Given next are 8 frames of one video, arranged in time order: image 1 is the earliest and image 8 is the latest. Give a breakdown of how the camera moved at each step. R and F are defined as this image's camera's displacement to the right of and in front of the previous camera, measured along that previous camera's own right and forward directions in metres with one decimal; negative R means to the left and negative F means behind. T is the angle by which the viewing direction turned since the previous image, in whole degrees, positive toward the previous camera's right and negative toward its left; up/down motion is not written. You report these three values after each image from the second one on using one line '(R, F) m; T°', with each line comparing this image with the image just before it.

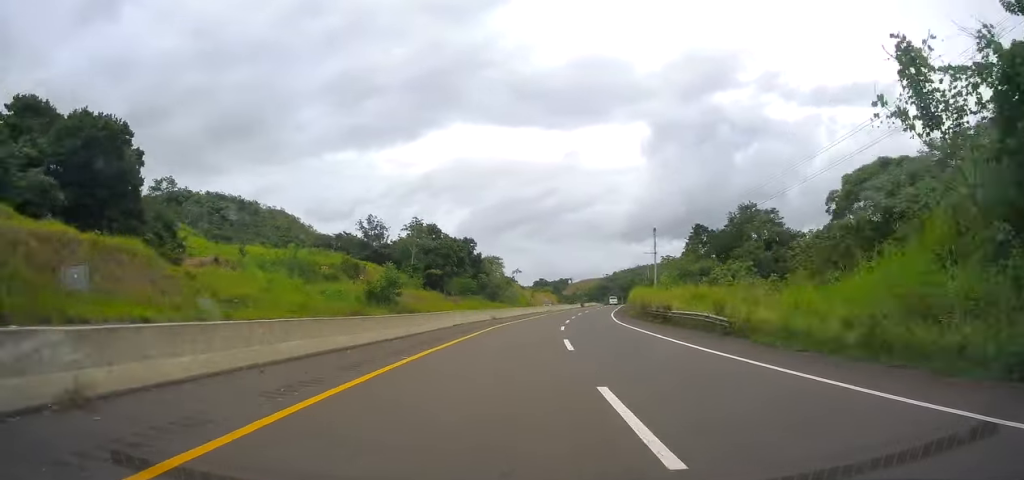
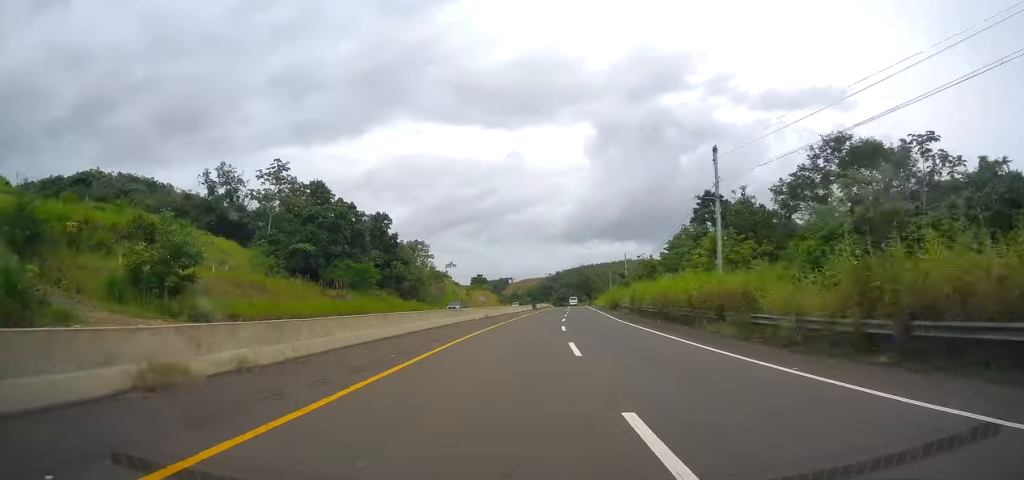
(+1.9, +40.3) m; +7°
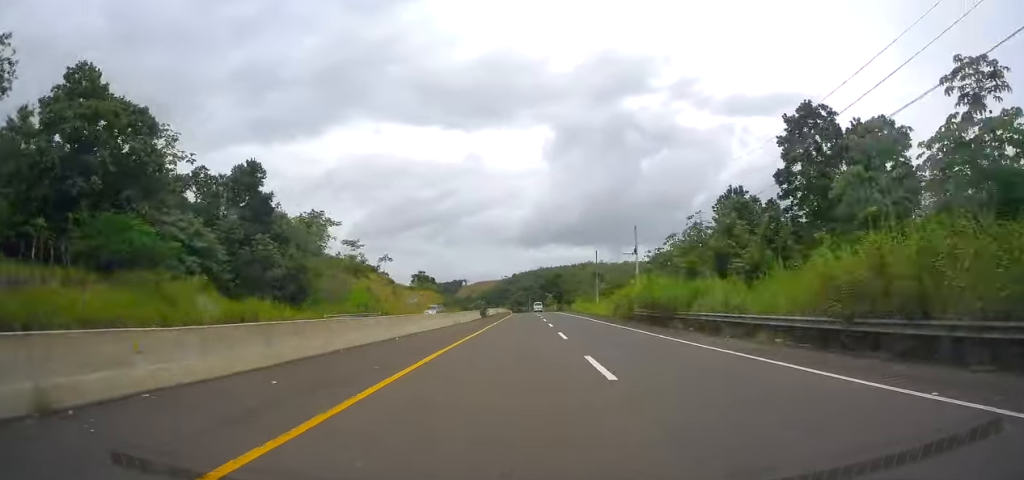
(+3.3, +41.5) m; +6°
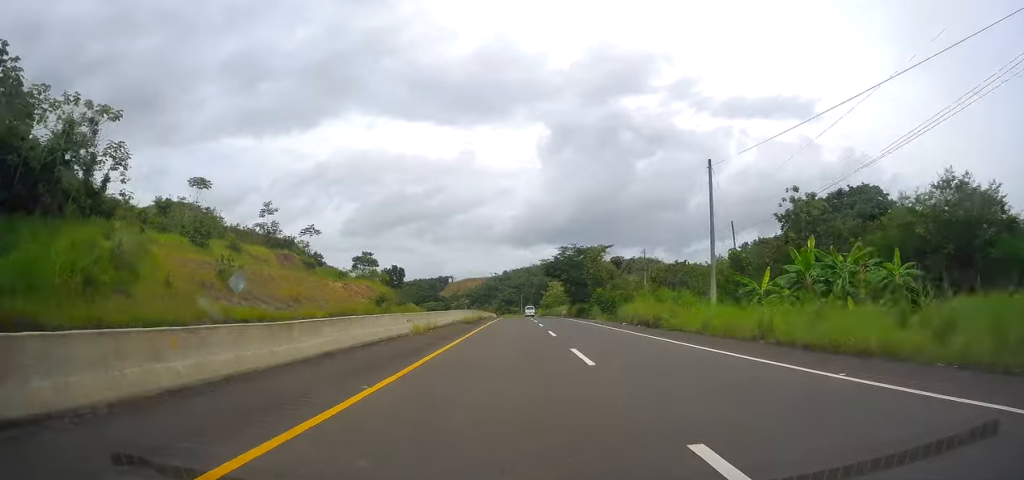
(+3.6, +58.8) m; +4°
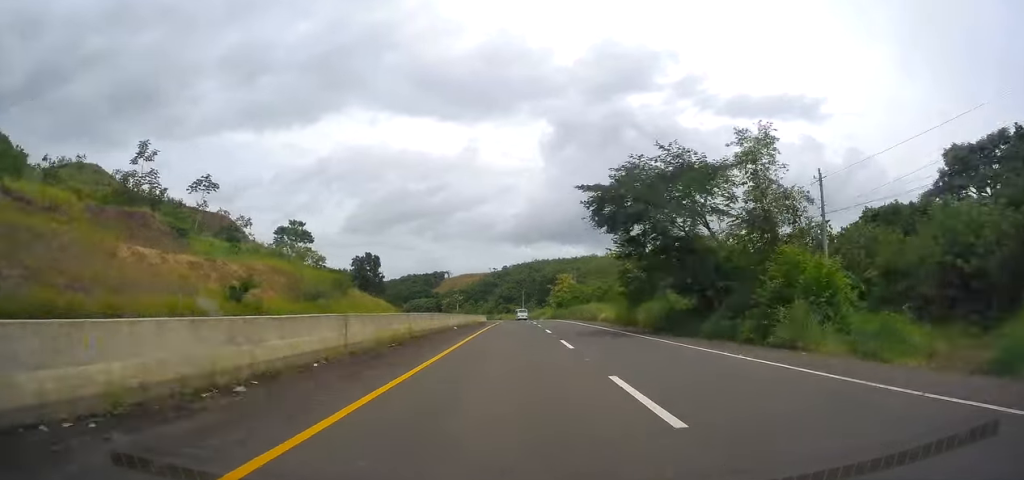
(+0.2, +44.4) m; 0°
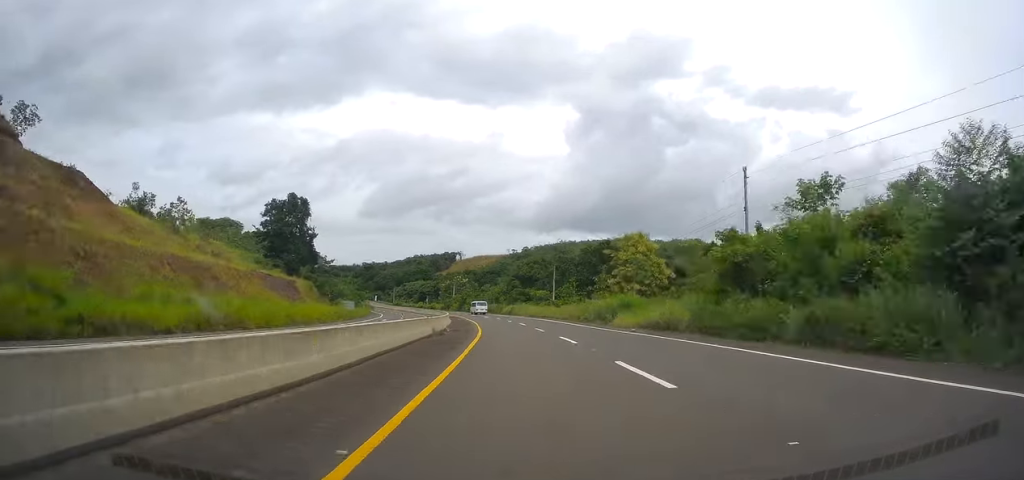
(-0.3, +83.2) m; -1°
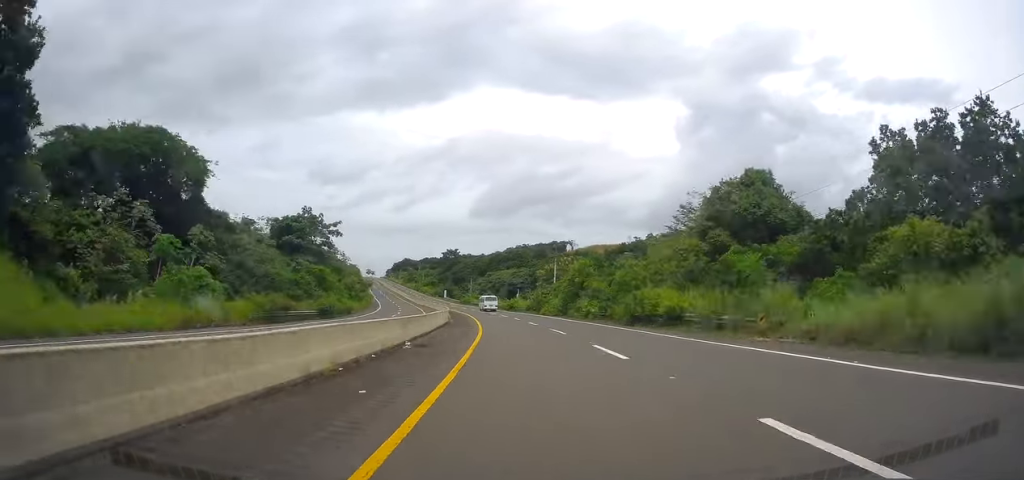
(-4.1, +92.0) m; -8°
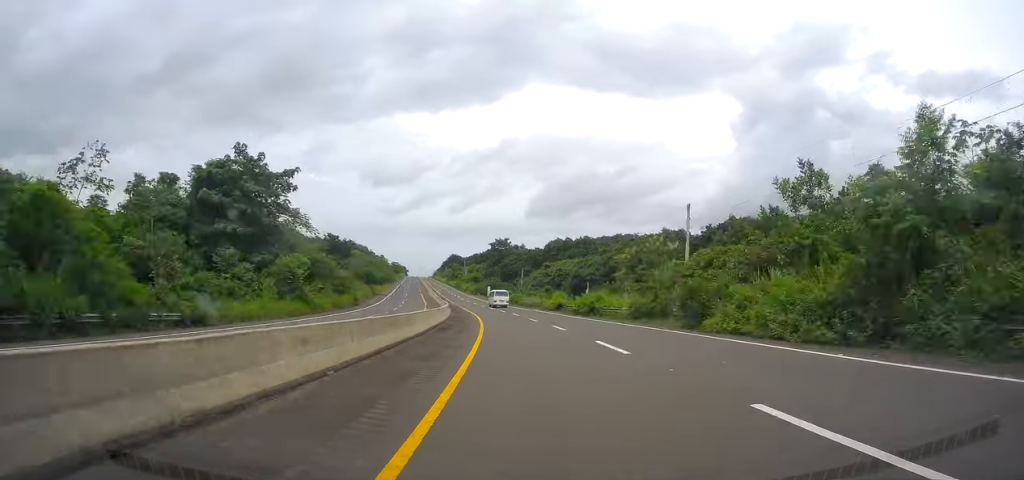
(-2.5, +47.0) m; -6°
